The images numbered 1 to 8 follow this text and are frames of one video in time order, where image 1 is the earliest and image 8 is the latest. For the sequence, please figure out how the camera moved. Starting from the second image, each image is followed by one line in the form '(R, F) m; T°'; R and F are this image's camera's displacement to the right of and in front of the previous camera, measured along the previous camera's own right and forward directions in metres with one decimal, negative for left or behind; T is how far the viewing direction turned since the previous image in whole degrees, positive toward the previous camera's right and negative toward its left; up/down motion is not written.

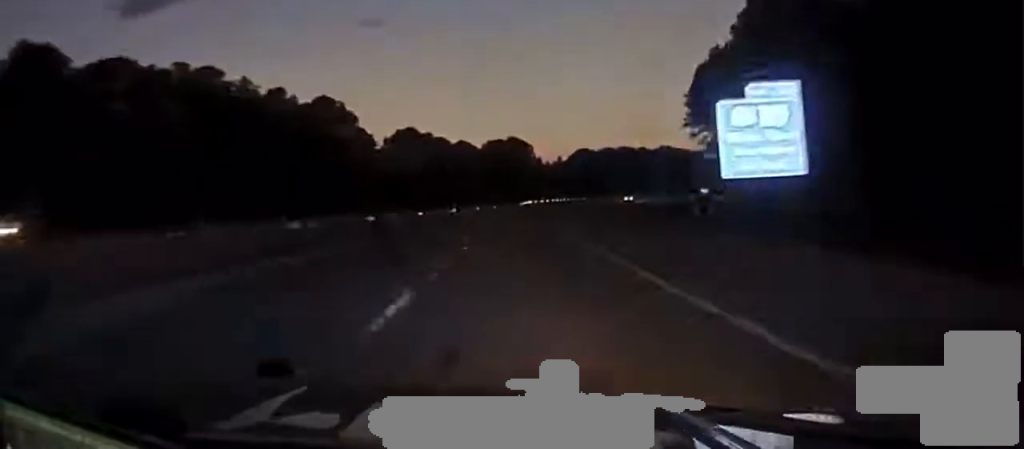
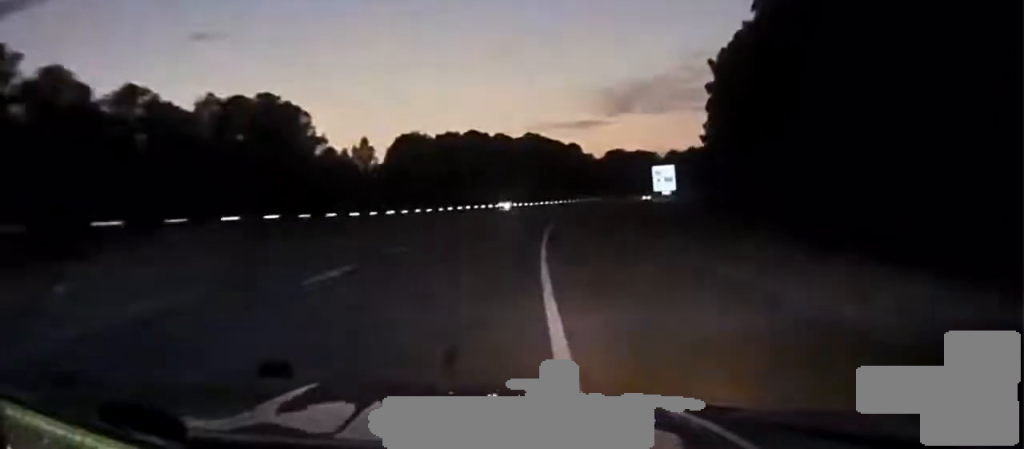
(+18.6, +137.2) m; +13°
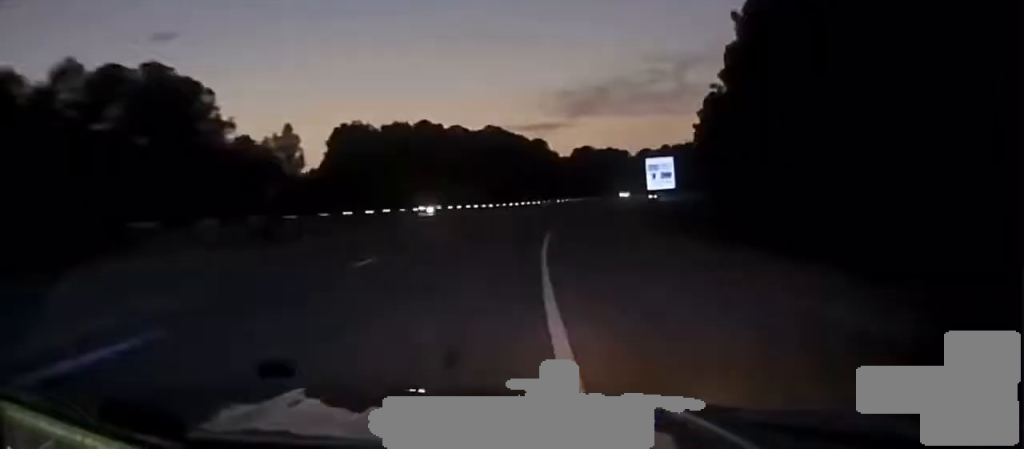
(+0.3, +33.1) m; +3°
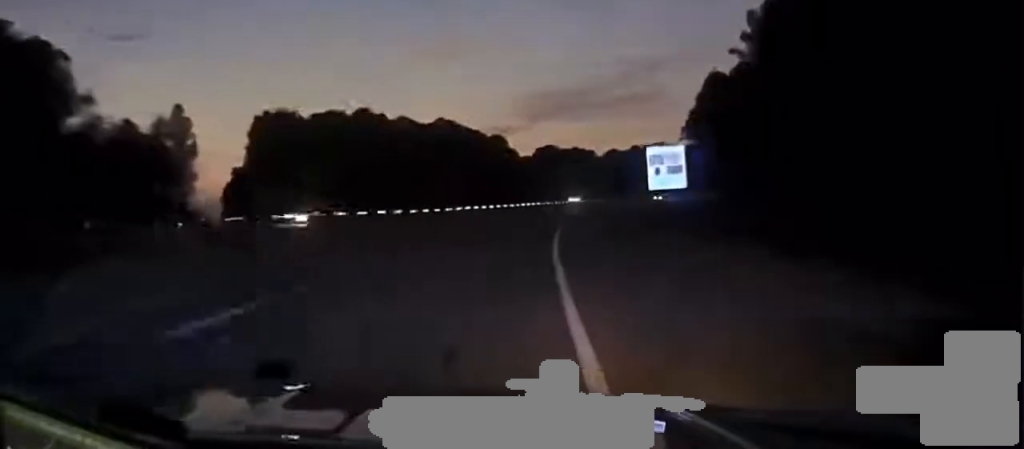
(+1.0, +33.3) m; +3°
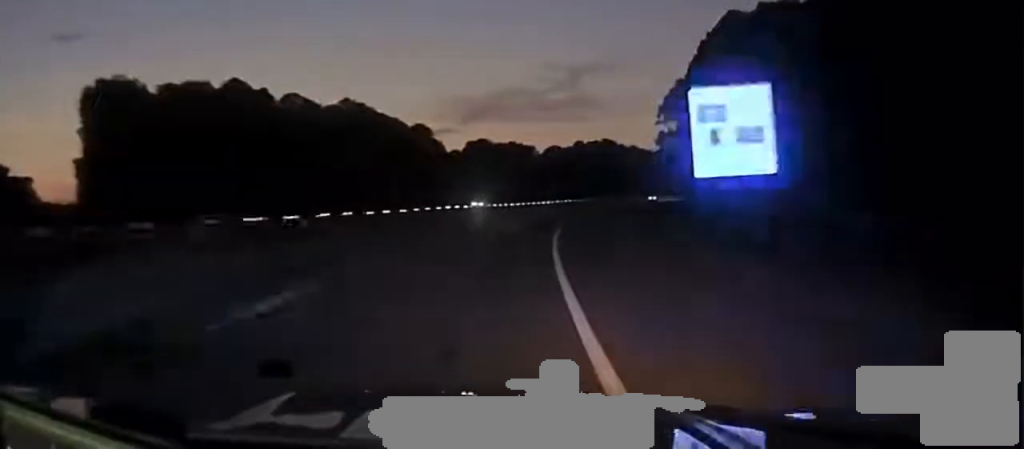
(+1.7, +46.6) m; +4°
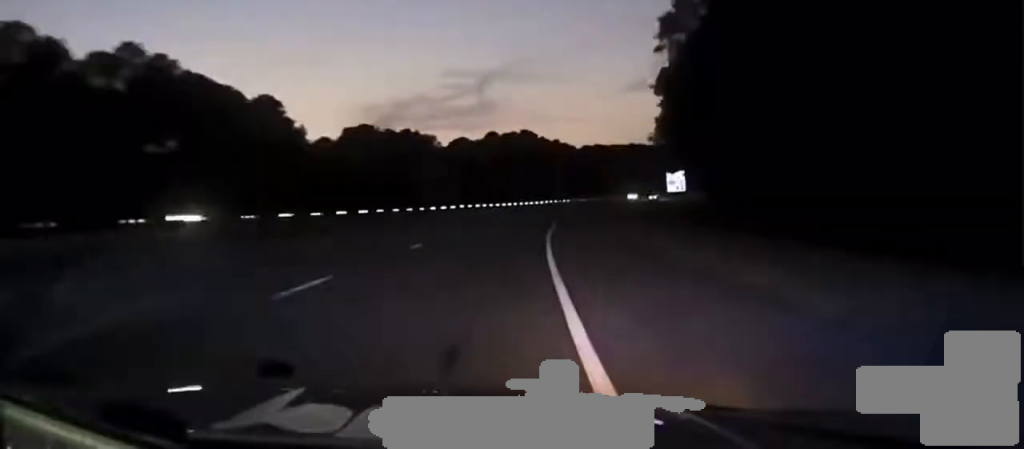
(+3.3, +69.6) m; +6°
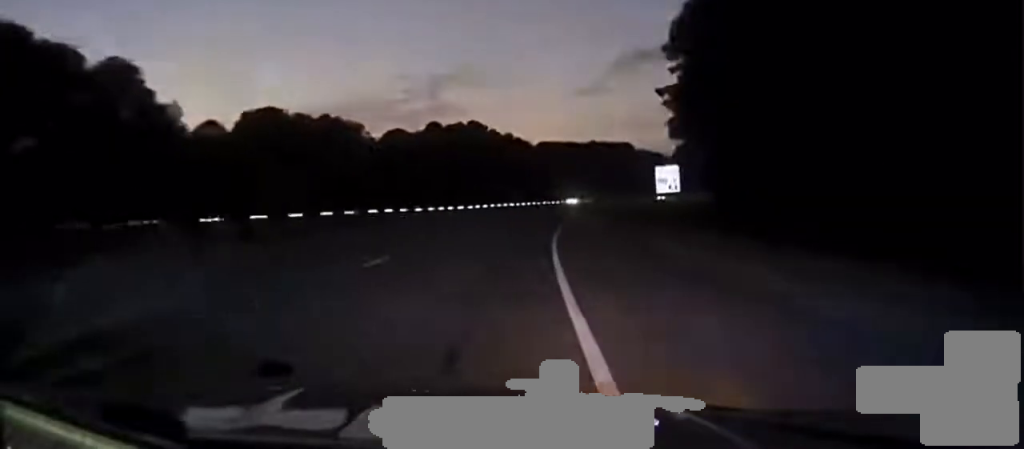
(+1.6, +43.8) m; +4°
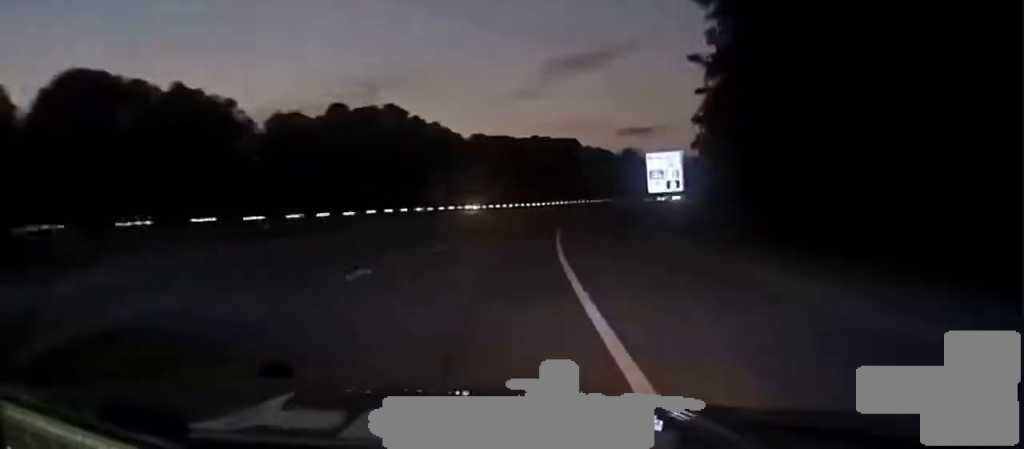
(+1.8, +49.8) m; +4°
